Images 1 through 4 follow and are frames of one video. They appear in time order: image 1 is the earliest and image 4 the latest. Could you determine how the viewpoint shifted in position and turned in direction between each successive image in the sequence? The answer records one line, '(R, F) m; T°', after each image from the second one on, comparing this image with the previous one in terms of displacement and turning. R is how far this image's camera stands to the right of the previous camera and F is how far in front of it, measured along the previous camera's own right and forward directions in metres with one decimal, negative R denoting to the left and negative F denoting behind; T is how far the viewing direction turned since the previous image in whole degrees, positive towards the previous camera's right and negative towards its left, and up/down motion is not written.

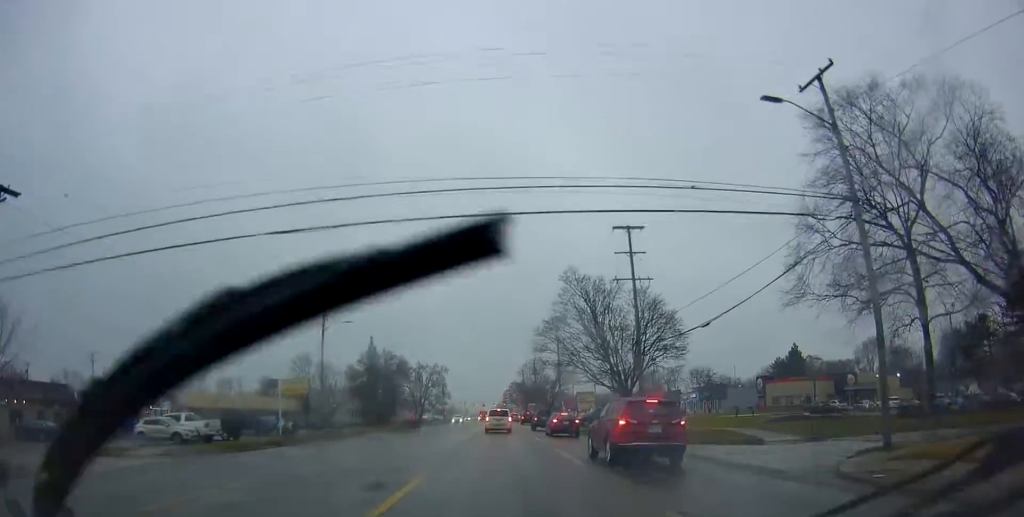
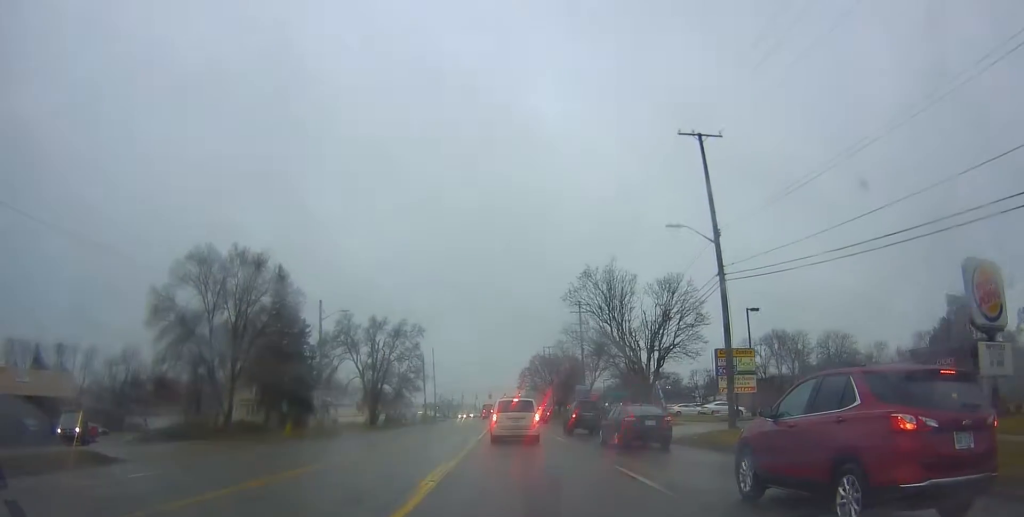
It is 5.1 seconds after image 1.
(0.0, +64.3) m; 0°
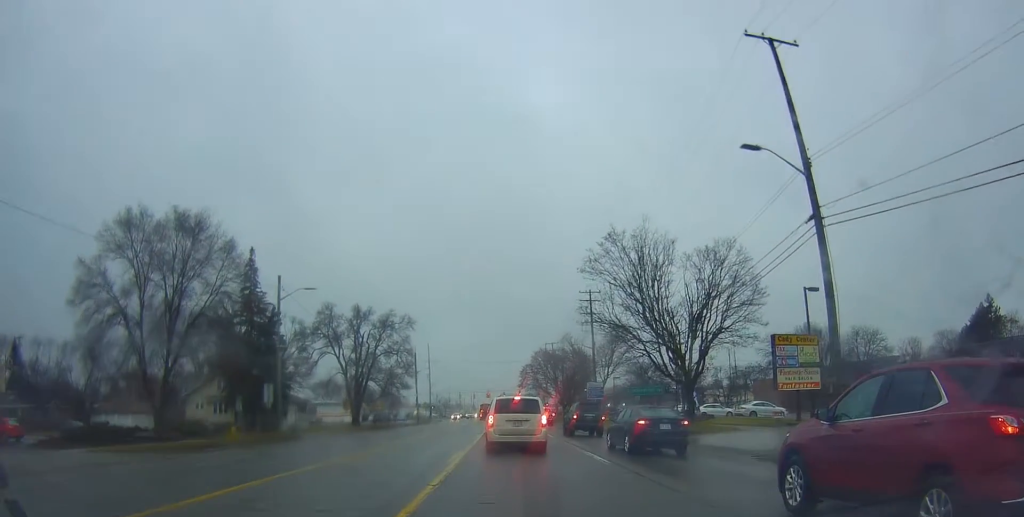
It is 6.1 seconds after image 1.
(0.0, +11.3) m; 0°
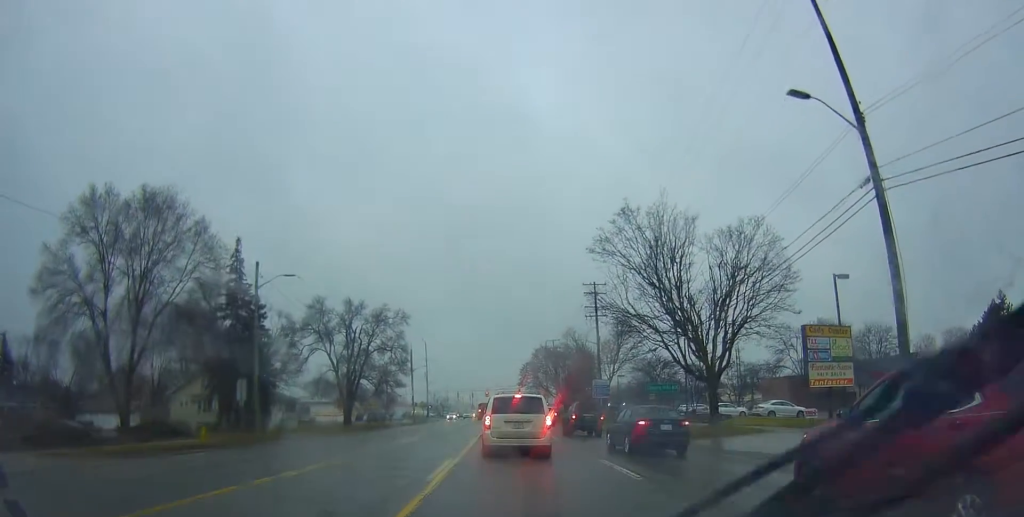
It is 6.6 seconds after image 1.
(0.0, +4.6) m; 0°
